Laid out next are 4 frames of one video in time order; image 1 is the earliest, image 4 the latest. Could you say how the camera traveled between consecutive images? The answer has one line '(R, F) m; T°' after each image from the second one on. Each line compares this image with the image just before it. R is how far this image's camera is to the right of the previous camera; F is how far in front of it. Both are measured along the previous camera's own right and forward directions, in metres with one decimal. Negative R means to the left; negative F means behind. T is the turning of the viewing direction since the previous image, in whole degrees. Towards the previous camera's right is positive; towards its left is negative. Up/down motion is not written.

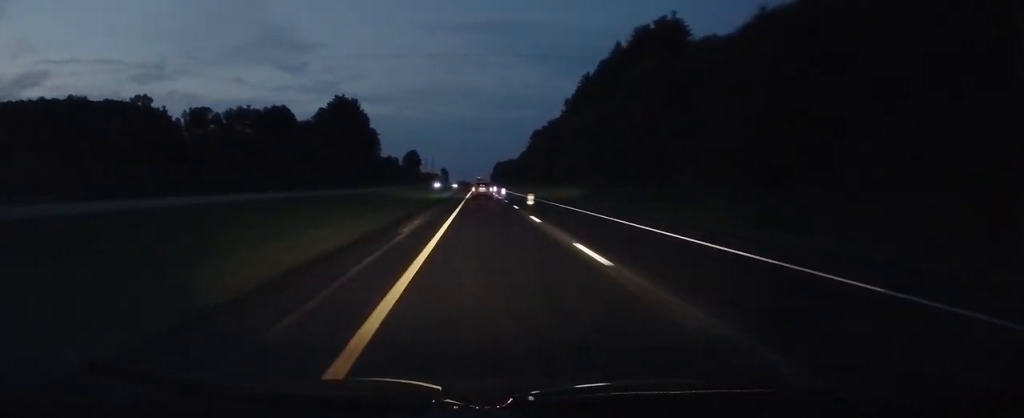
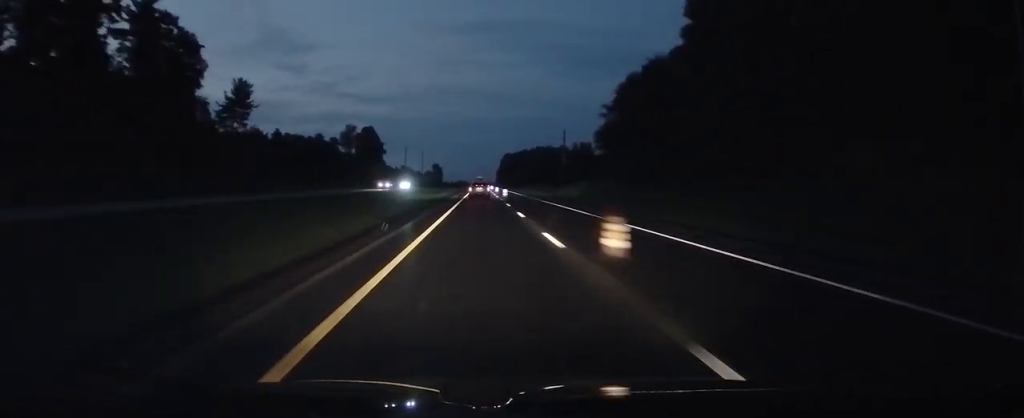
(+0.6, +177.1) m; 0°
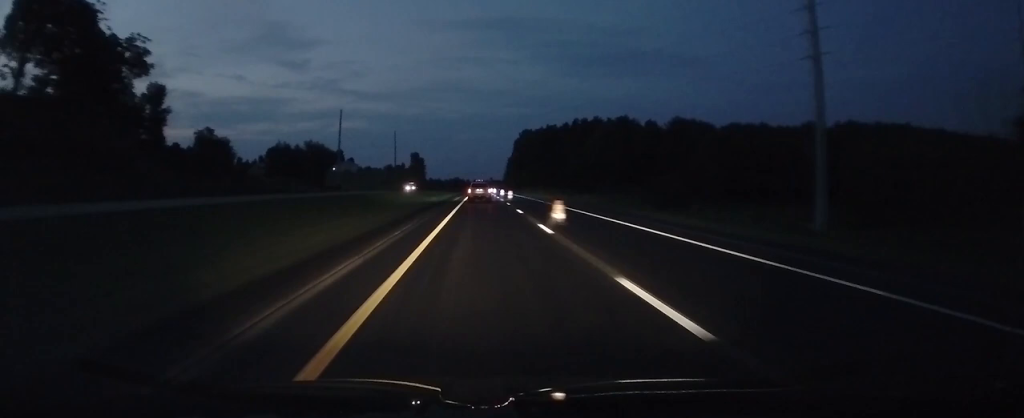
(-1.5, +197.5) m; 0°
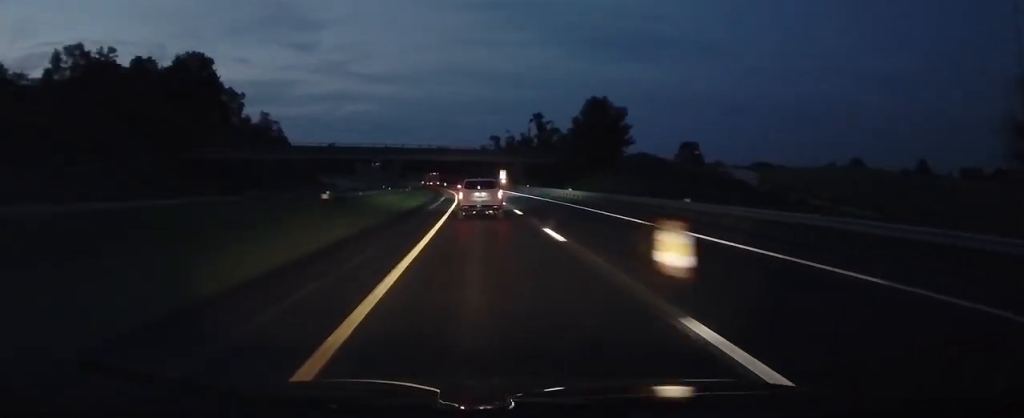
(-0.3, +475.2) m; -2°
